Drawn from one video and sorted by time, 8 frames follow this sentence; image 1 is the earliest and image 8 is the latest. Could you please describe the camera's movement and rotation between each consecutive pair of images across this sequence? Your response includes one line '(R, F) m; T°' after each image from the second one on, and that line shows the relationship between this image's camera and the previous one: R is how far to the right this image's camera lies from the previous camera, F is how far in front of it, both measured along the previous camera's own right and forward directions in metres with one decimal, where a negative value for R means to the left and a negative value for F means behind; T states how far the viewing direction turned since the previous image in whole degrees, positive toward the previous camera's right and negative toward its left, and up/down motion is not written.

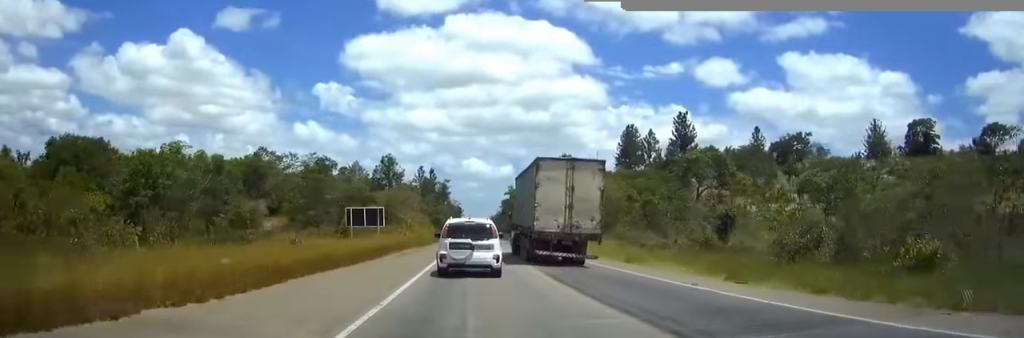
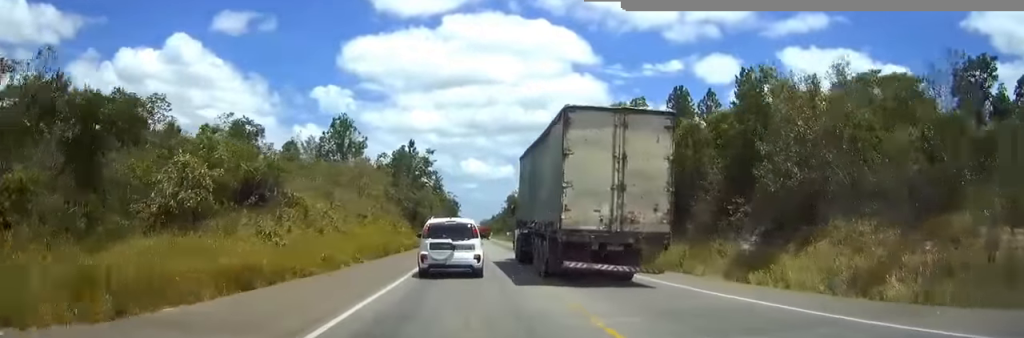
(+0.2, +45.8) m; 0°
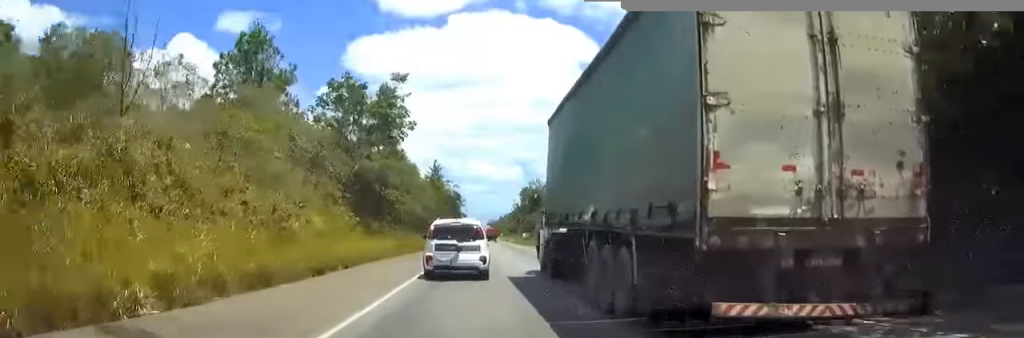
(-0.3, +38.5) m; 0°
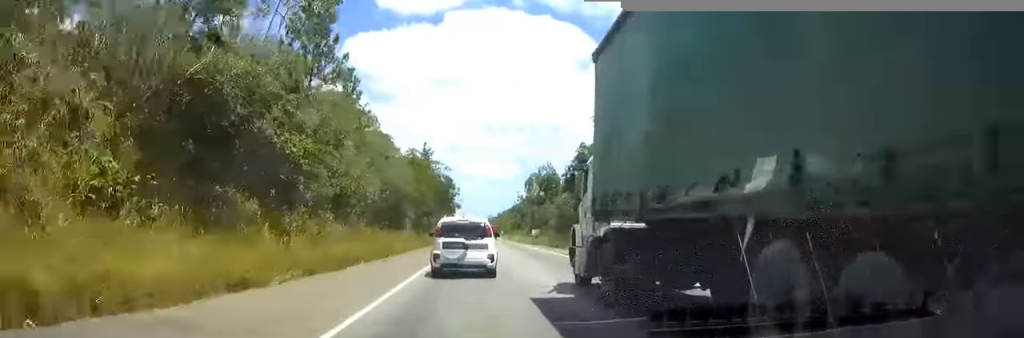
(+0.1, +26.2) m; 0°
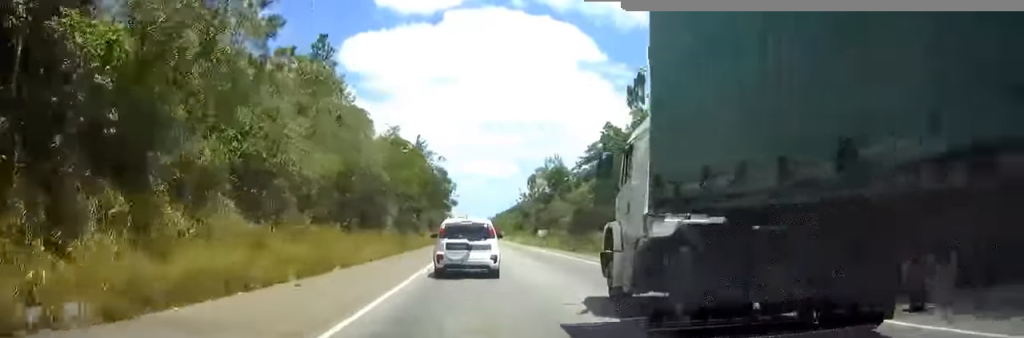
(-0.1, +13.5) m; 0°
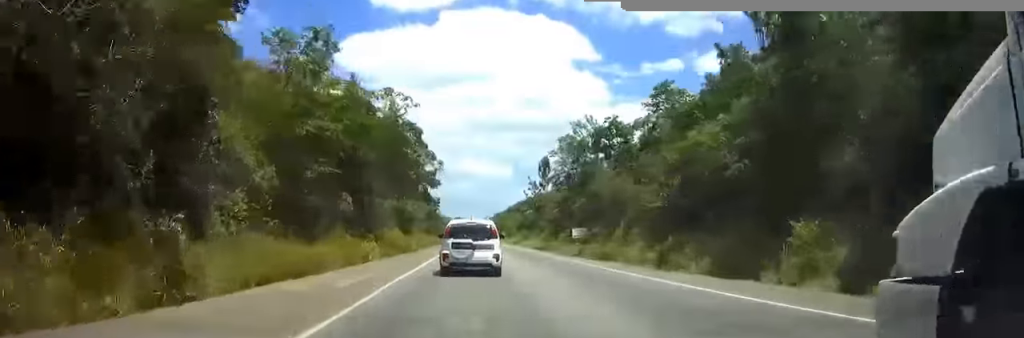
(-0.1, +34.8) m; 0°
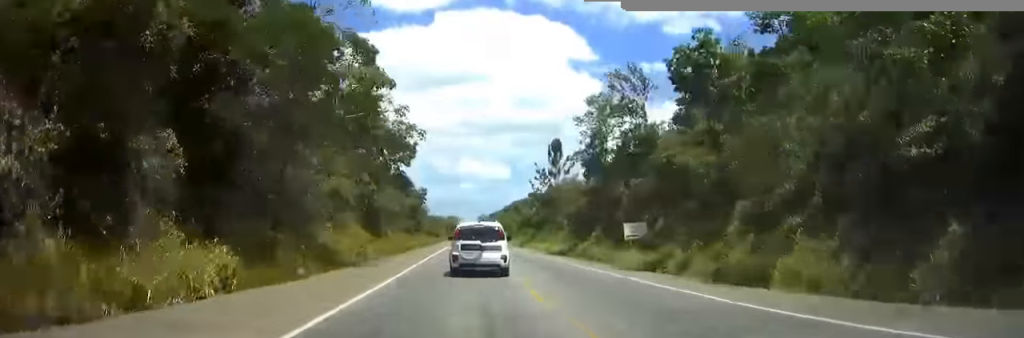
(0.0, +21.5) m; 0°
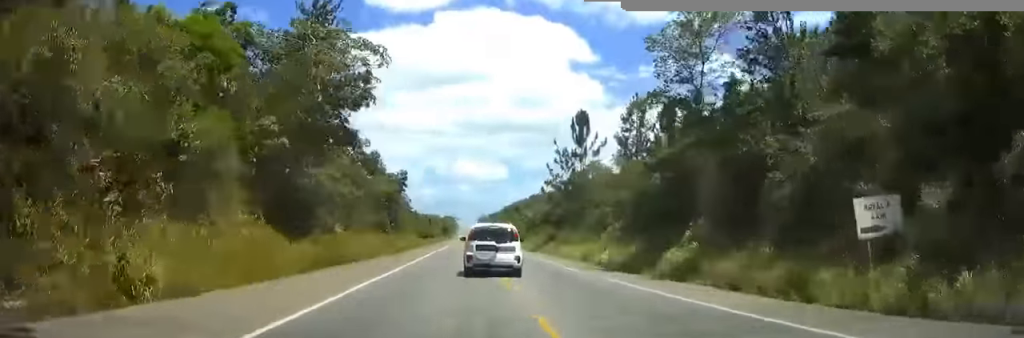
(0.0, +23.7) m; 0°
